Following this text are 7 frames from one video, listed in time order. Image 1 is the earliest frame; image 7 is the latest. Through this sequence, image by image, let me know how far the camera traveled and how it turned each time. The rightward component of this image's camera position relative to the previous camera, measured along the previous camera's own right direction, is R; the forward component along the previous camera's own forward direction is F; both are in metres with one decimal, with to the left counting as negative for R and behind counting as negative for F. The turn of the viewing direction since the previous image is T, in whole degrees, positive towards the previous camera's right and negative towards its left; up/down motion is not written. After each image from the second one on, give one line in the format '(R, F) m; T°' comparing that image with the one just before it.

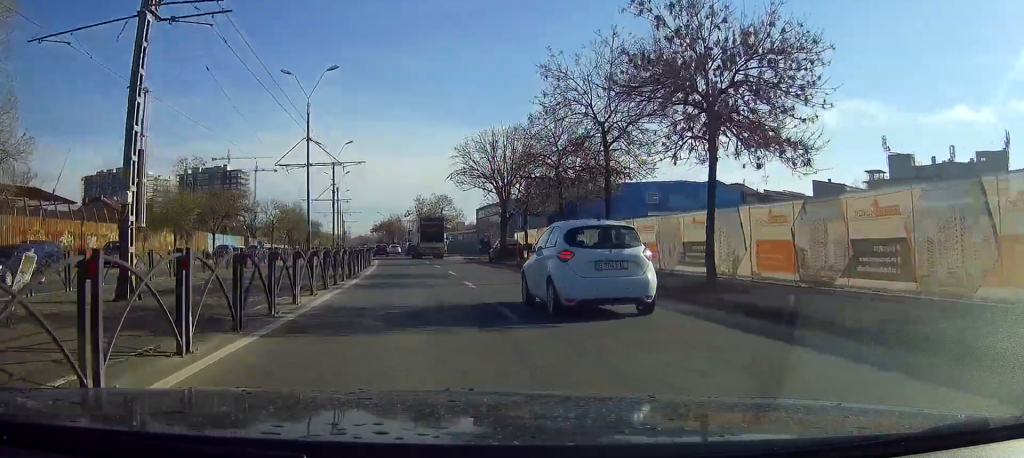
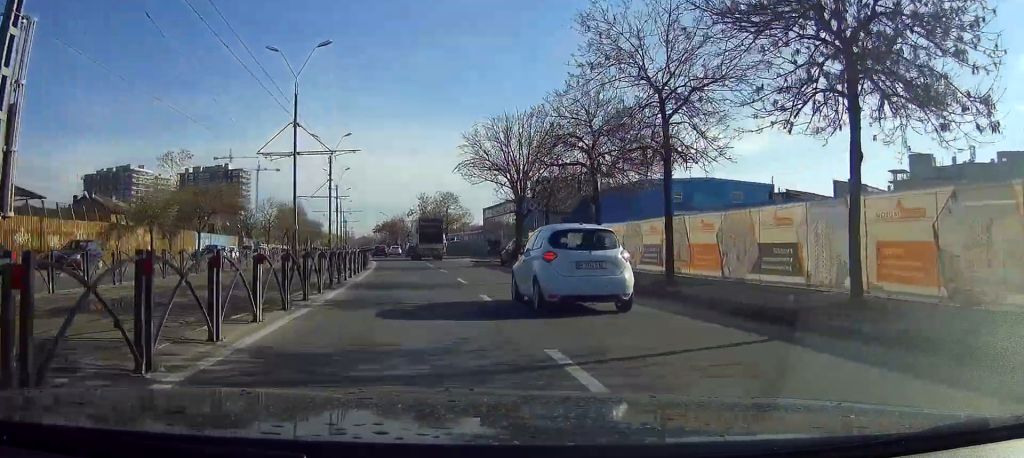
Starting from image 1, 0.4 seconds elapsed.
(-0.1, +6.1) m; -1°
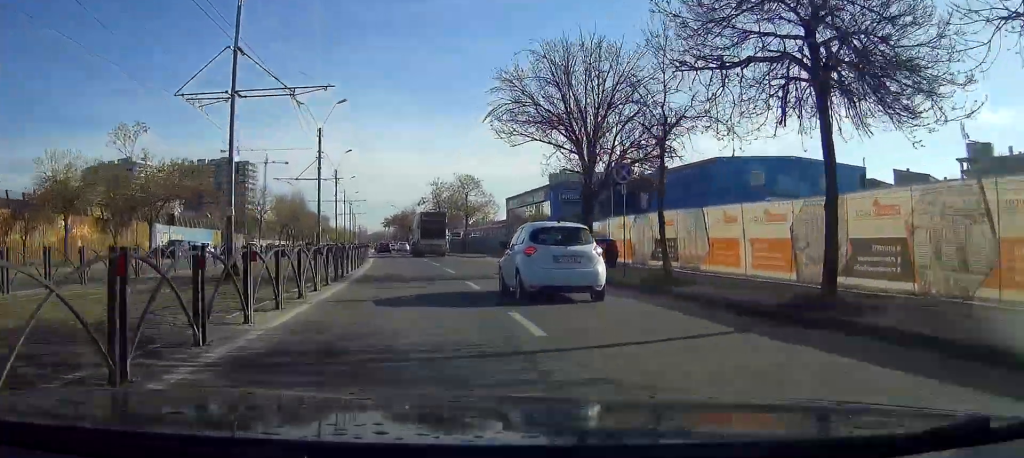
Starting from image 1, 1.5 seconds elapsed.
(-0.2, +14.7) m; -2°
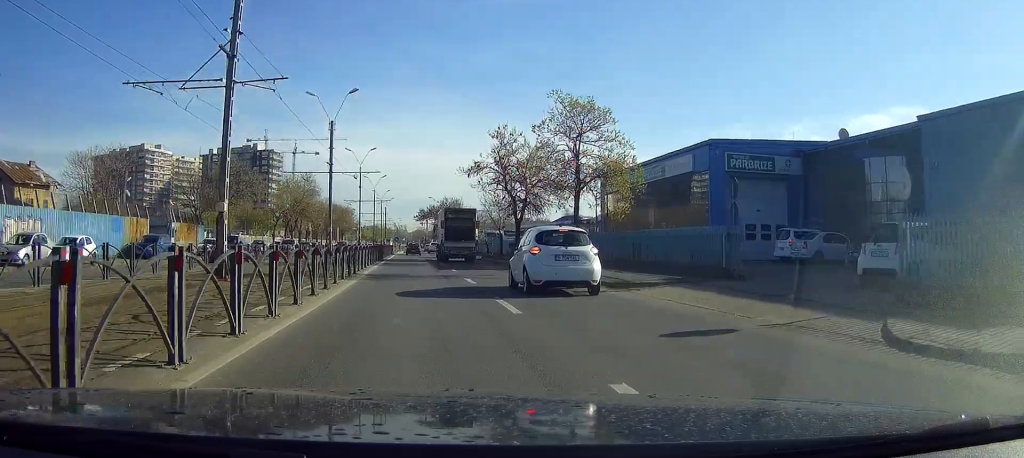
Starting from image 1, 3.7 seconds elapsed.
(-1.1, +33.2) m; -3°
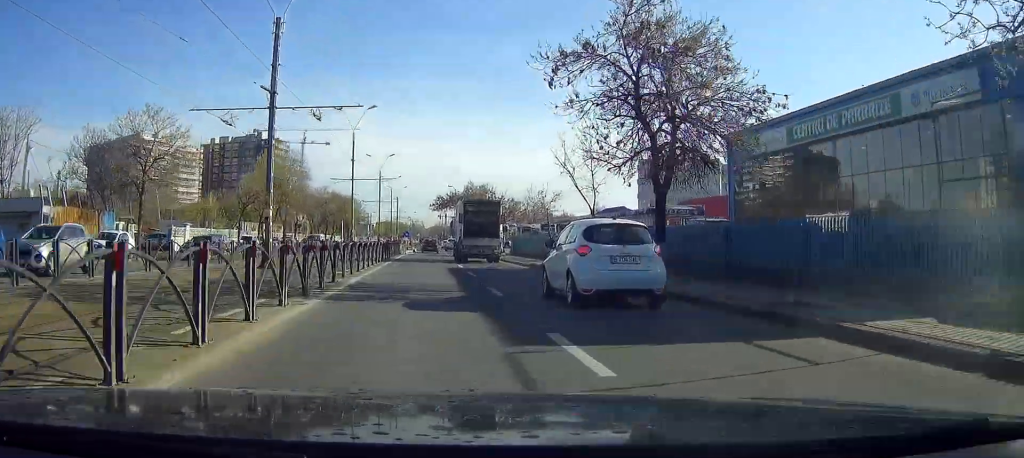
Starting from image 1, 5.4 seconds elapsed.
(-0.1, +23.5) m; 0°
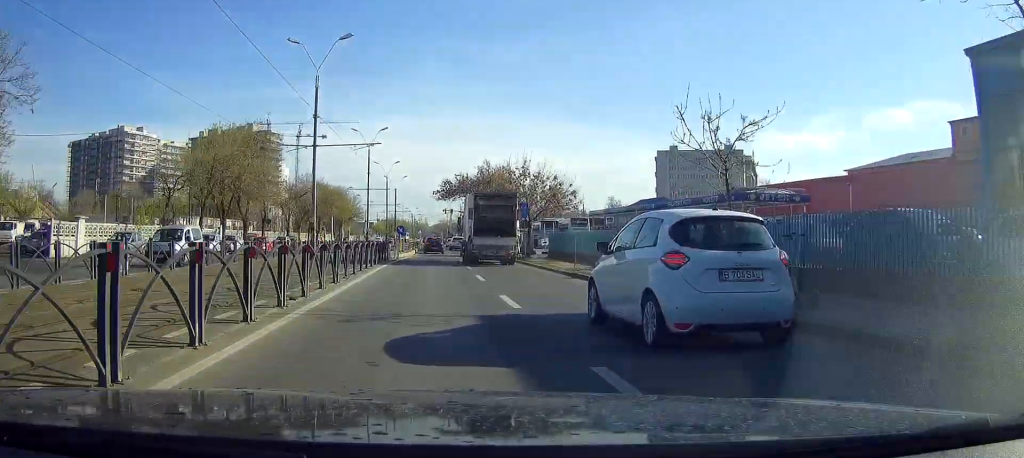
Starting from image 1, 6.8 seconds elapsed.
(0.0, +19.6) m; 0°
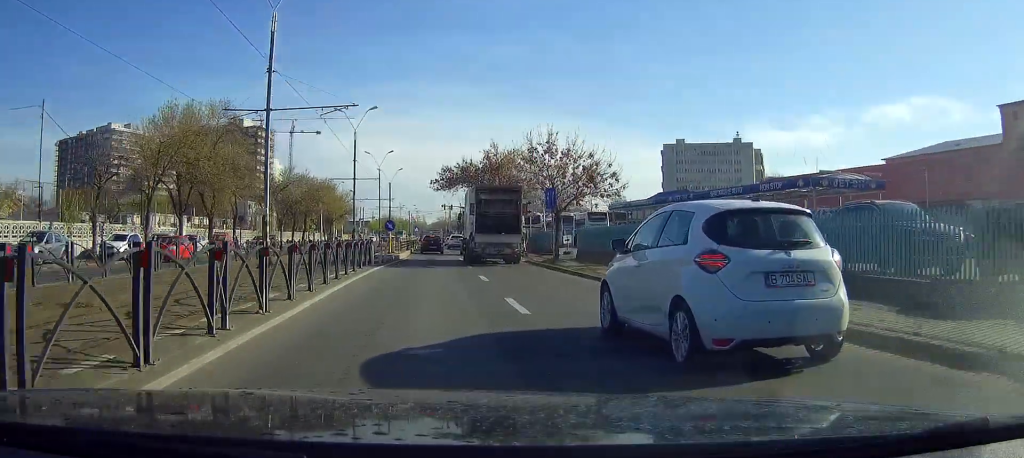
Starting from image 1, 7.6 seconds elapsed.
(0.0, +9.8) m; 0°
